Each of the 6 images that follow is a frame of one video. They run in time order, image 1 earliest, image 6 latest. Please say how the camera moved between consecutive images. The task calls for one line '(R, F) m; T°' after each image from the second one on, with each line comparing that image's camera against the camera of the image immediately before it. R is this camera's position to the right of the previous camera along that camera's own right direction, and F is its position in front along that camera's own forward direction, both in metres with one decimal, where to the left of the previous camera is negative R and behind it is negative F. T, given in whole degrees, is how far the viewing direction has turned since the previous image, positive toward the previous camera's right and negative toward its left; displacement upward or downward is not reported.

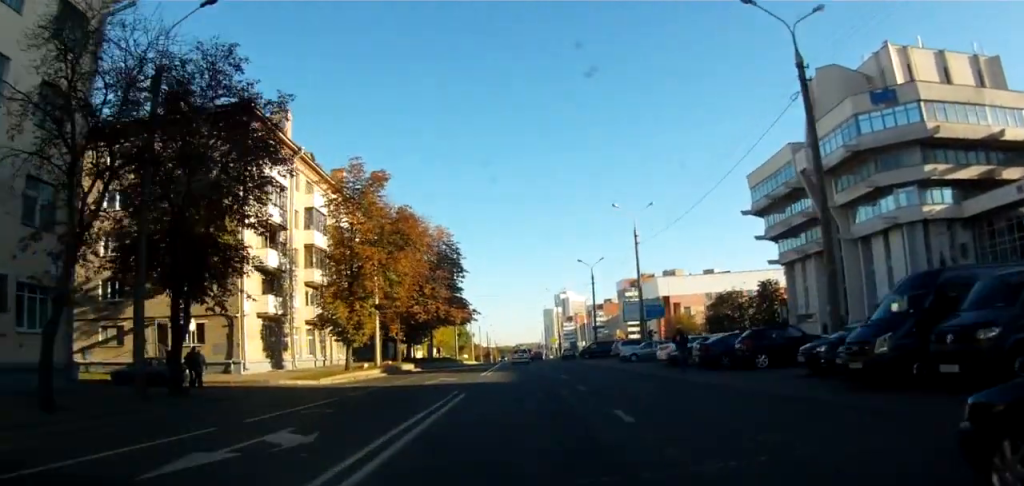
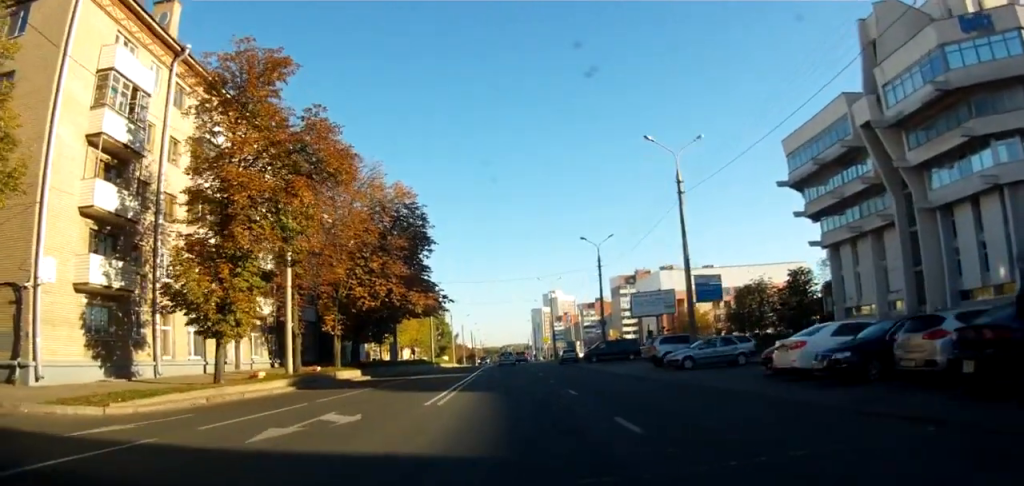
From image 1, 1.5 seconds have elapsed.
(+0.1, +19.7) m; +1°
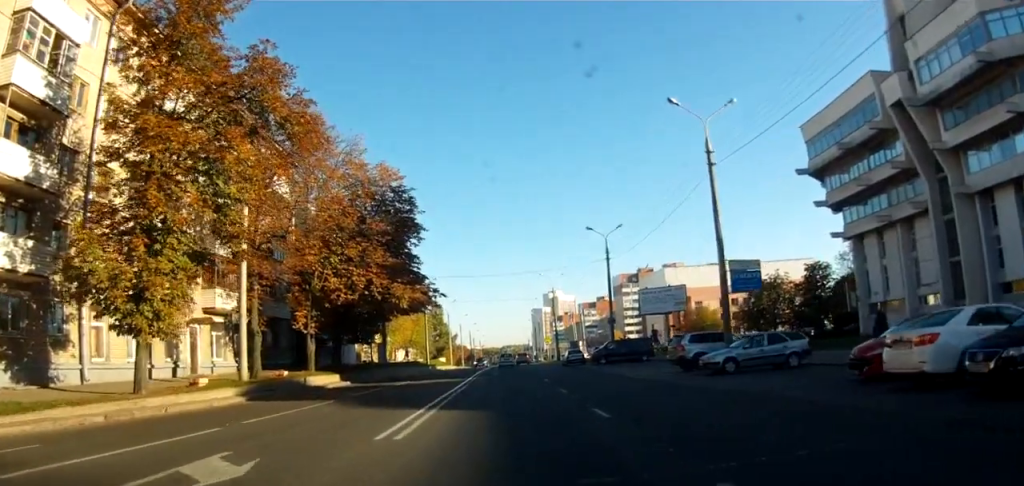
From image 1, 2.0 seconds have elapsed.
(+0.1, +6.5) m; 0°
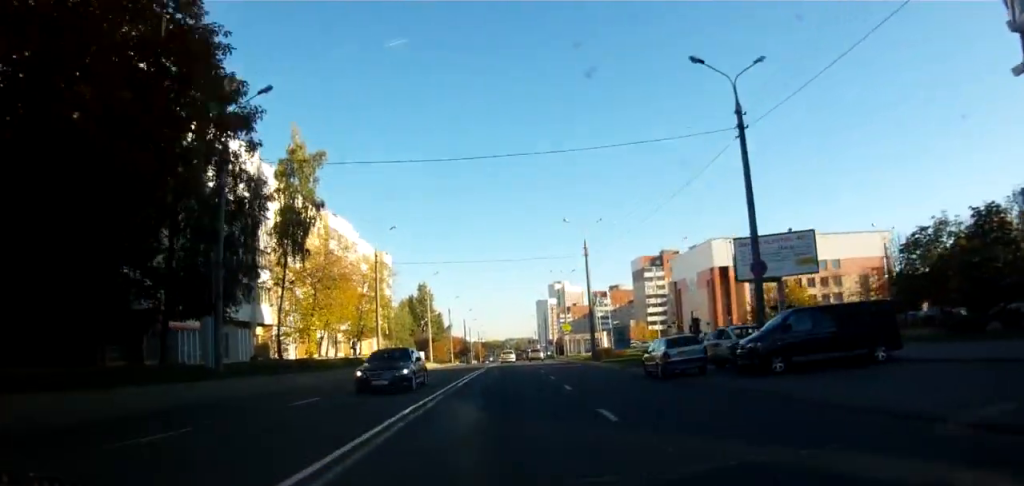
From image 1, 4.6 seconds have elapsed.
(-0.4, +36.6) m; -1°
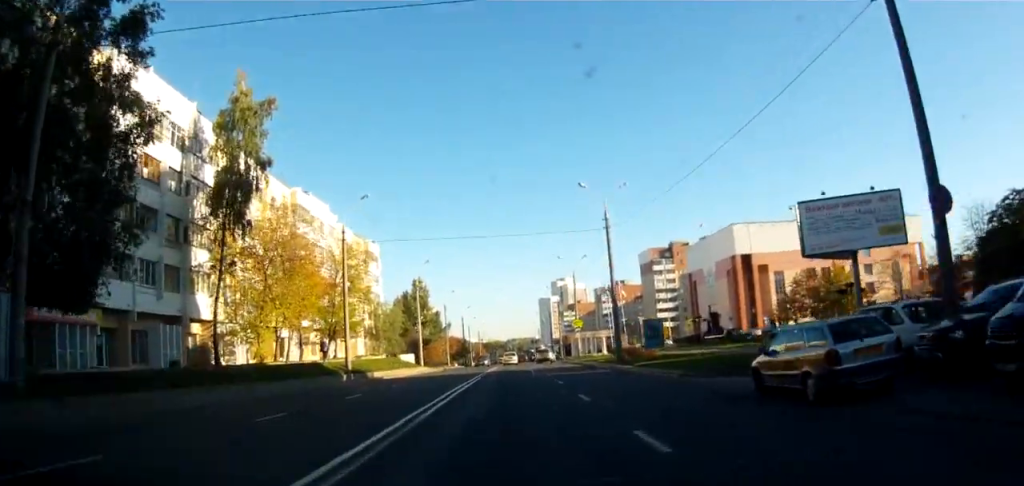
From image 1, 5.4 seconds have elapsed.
(-0.1, +11.1) m; -1°
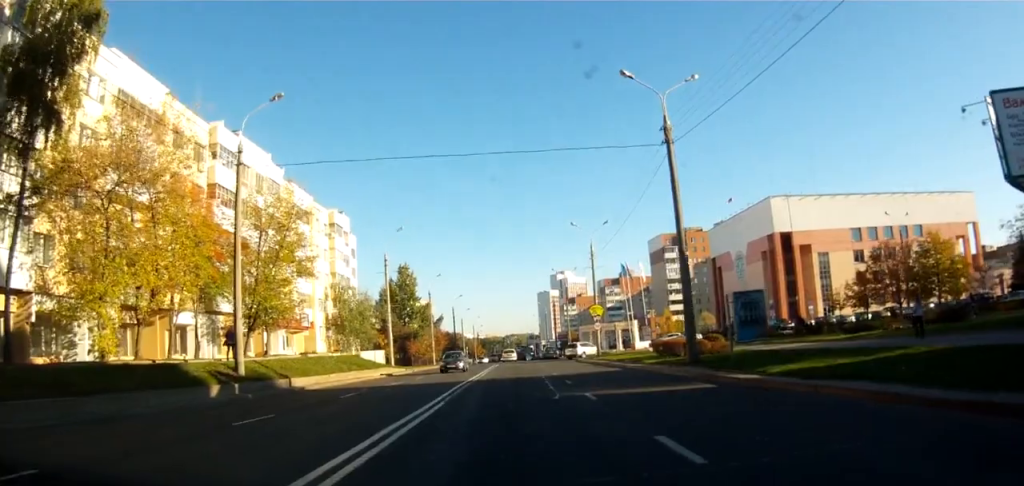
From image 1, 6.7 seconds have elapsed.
(-0.2, +15.5) m; 0°
